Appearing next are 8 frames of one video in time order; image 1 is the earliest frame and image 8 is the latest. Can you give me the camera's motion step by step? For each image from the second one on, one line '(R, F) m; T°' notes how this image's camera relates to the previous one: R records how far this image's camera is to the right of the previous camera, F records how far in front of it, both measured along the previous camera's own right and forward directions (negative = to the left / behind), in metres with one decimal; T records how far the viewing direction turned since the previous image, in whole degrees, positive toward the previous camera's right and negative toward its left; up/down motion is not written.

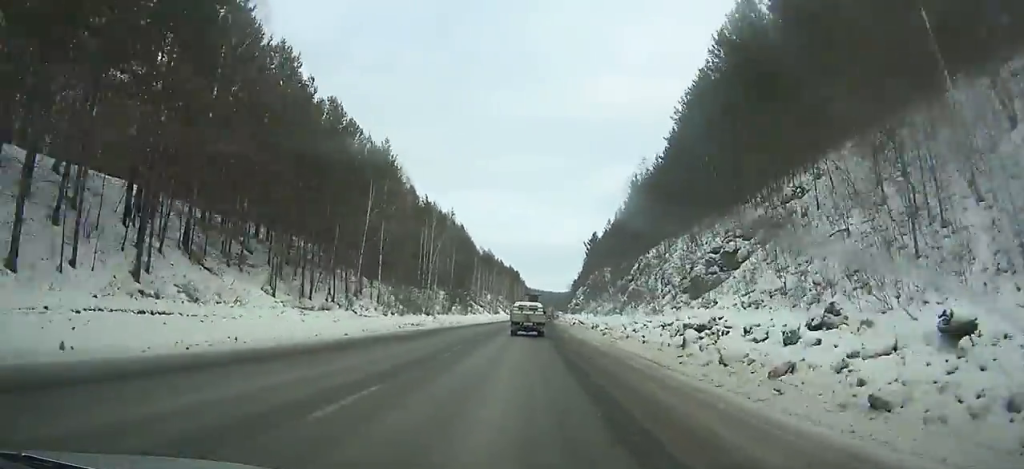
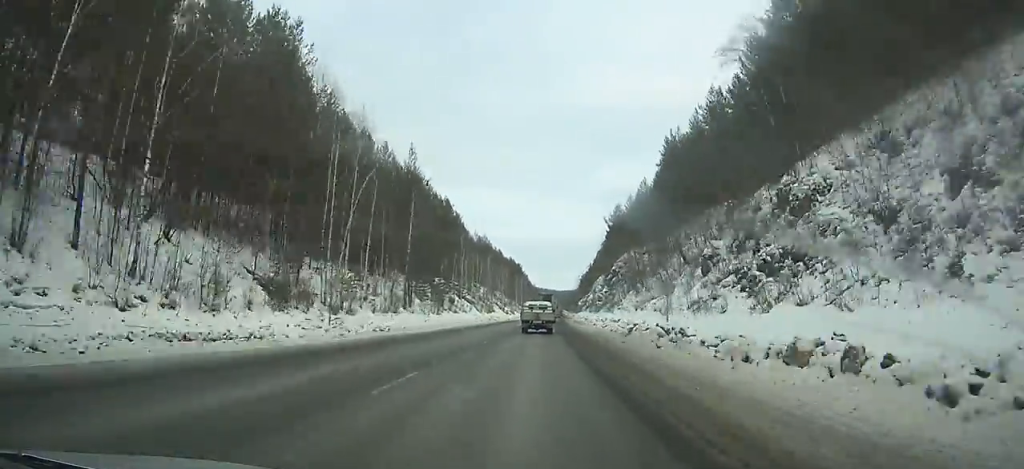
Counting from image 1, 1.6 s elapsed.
(+0.5, +33.7) m; +1°
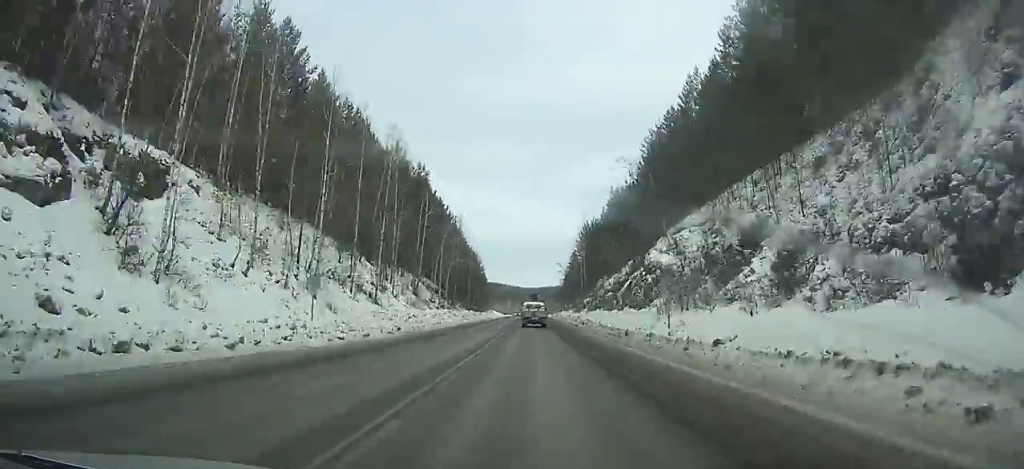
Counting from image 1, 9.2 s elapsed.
(+3.8, +161.1) m; +2°
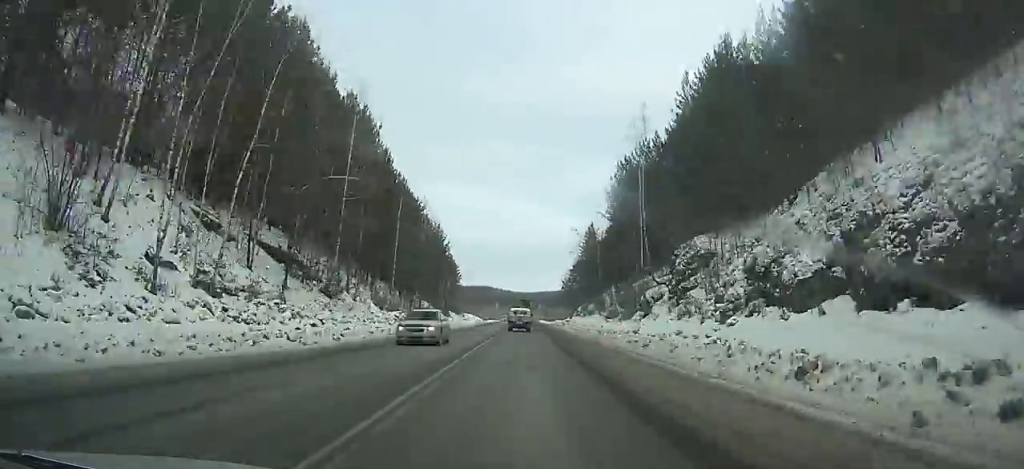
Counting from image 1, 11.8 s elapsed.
(+0.1, +56.0) m; 0°
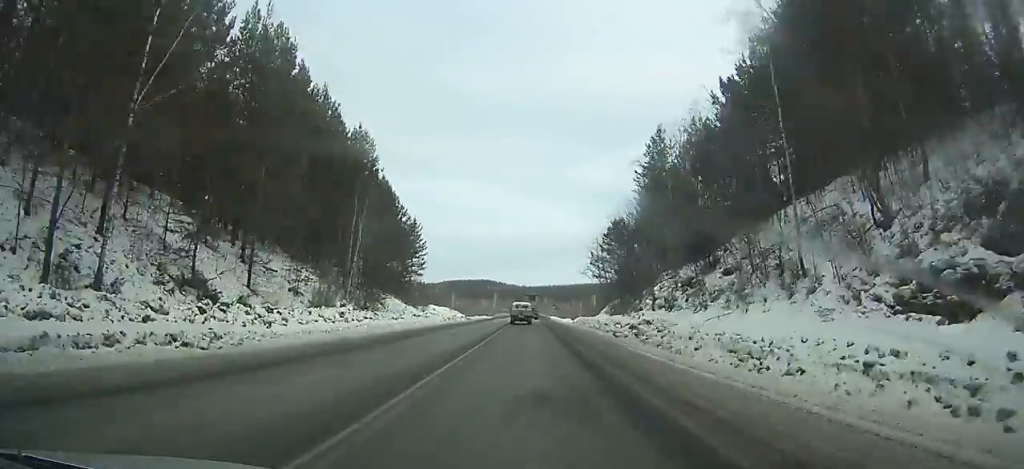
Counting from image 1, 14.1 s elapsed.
(+0.1, +49.8) m; 0°
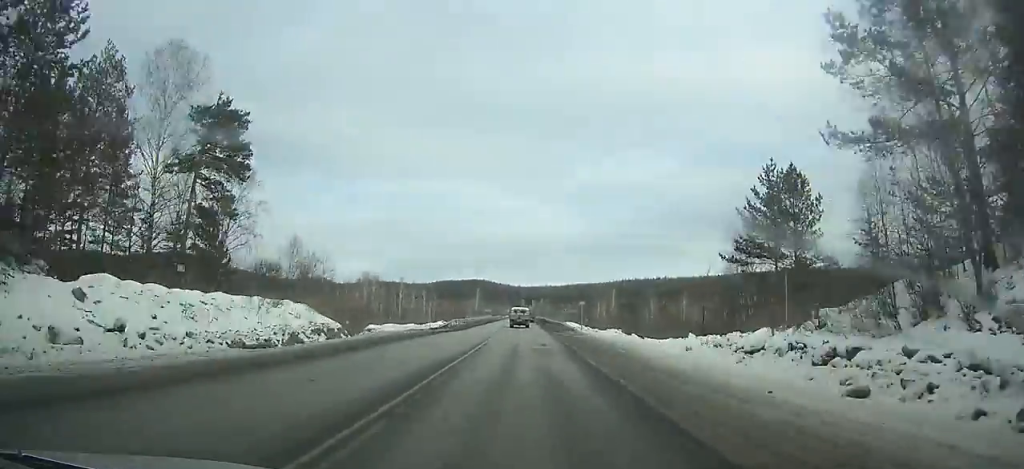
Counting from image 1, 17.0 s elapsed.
(+0.1, +63.3) m; +1°
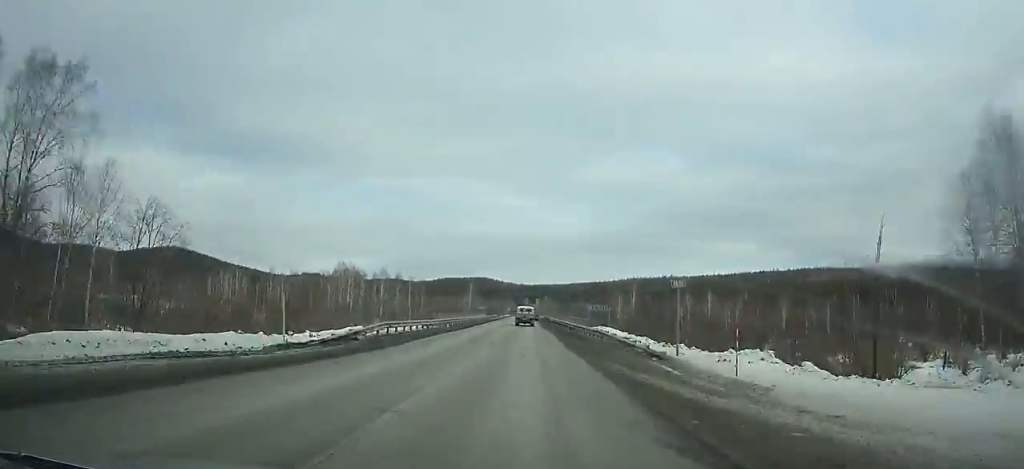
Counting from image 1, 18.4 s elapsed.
(-0.1, +30.8) m; +1°
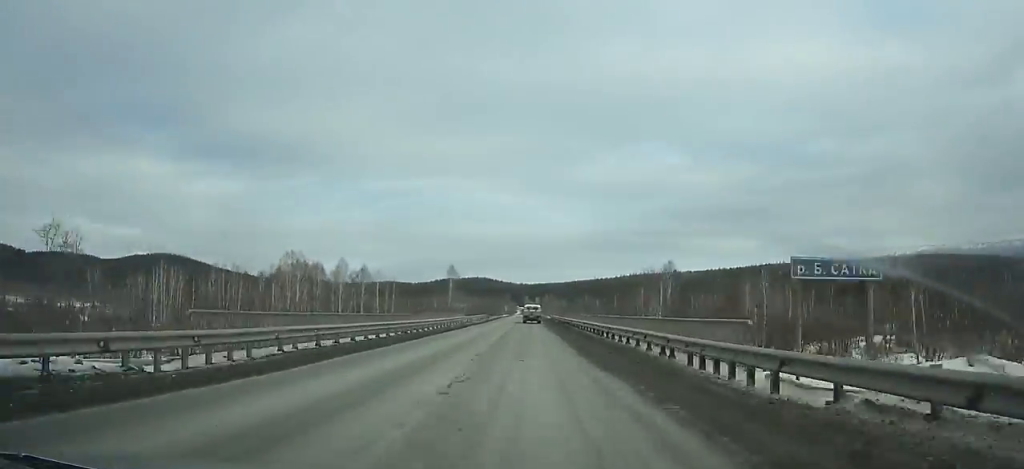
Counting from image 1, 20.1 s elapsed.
(+0.3, +37.8) m; 0°
